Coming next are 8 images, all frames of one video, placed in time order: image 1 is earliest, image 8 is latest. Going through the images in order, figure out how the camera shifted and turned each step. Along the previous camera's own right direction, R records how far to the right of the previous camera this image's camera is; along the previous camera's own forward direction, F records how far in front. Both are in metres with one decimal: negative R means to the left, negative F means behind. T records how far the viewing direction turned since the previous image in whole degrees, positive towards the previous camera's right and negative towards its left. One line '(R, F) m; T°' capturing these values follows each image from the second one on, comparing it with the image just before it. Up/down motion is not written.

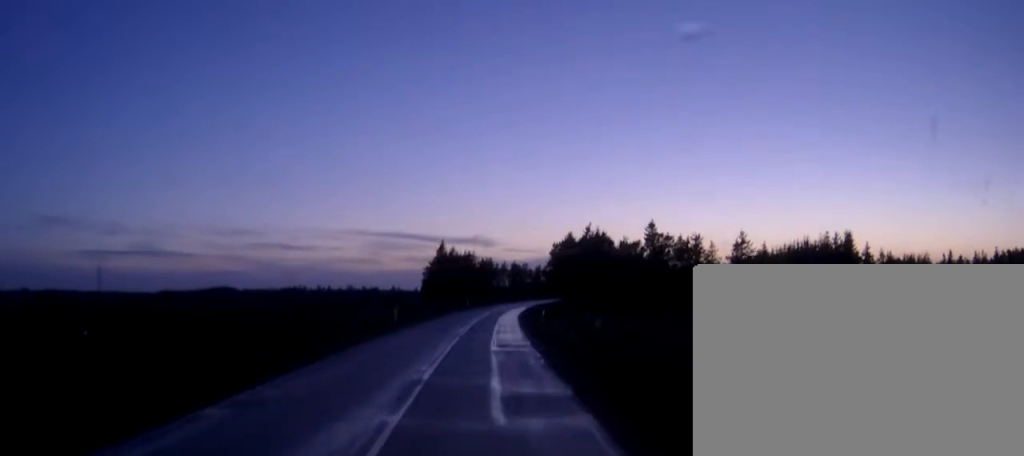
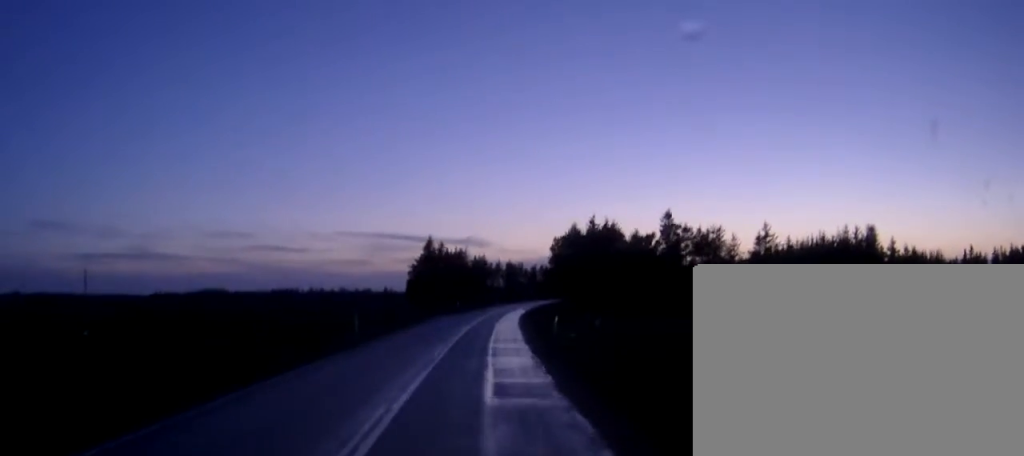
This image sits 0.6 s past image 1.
(+0.1, +11.5) m; 0°
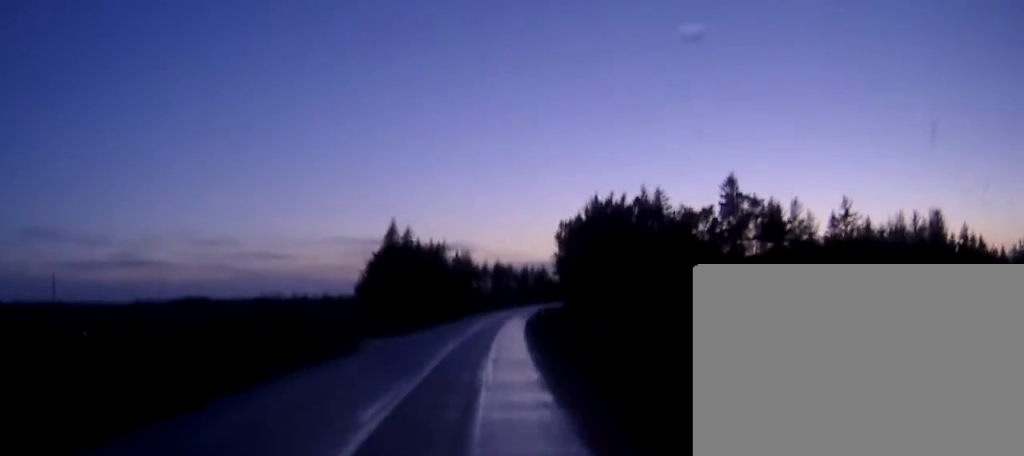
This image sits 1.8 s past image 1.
(+0.2, +25.5) m; +1°
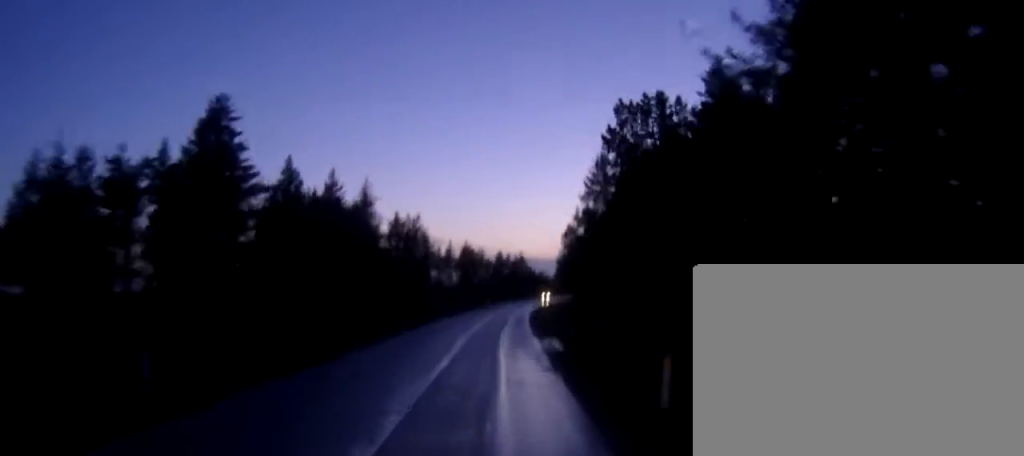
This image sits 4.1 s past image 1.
(+0.4, +44.4) m; +2°
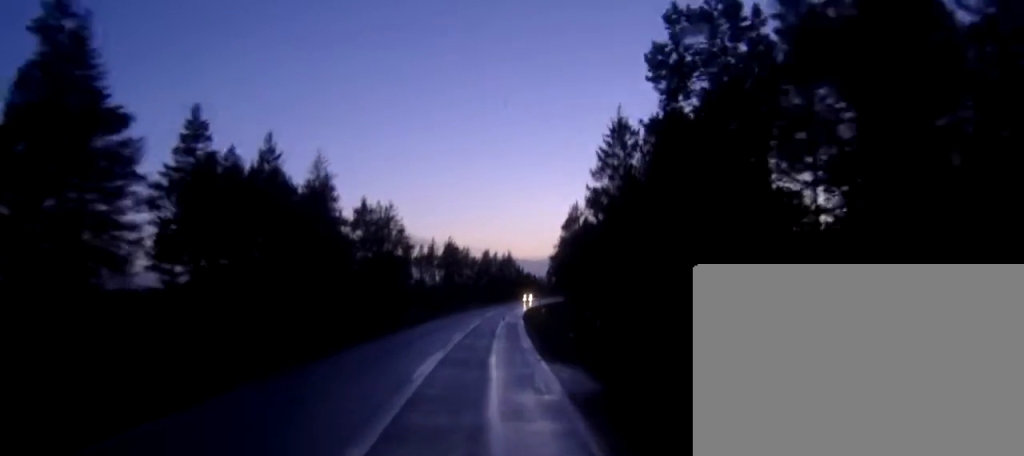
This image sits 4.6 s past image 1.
(+0.2, +11.2) m; +1°
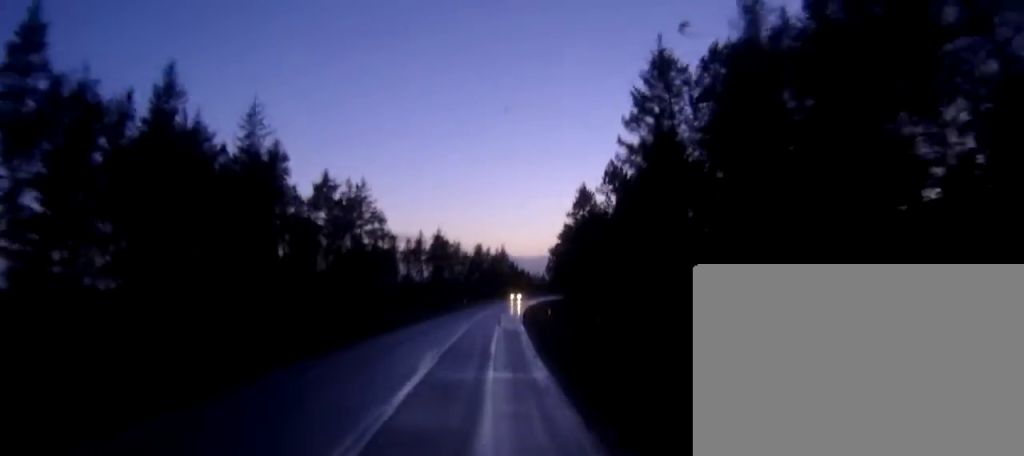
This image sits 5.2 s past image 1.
(+0.1, +11.1) m; +1°
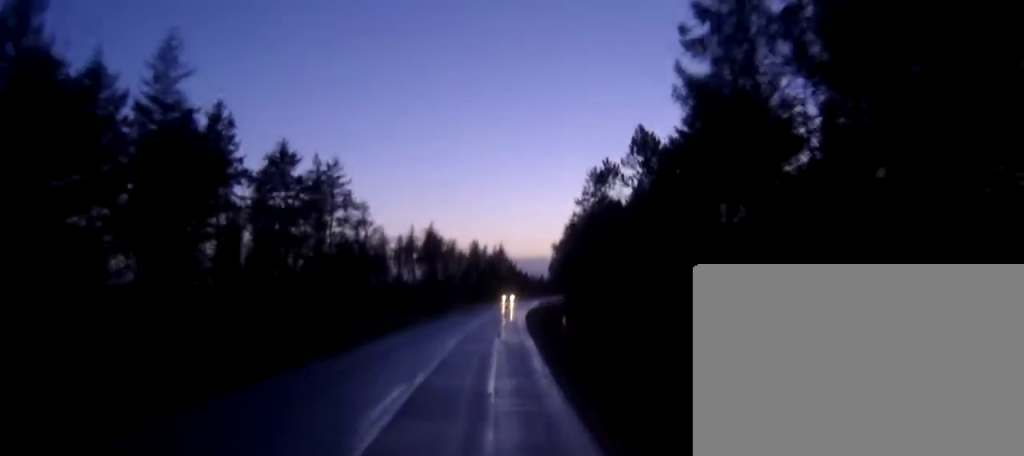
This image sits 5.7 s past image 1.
(+0.2, +9.1) m; 0°
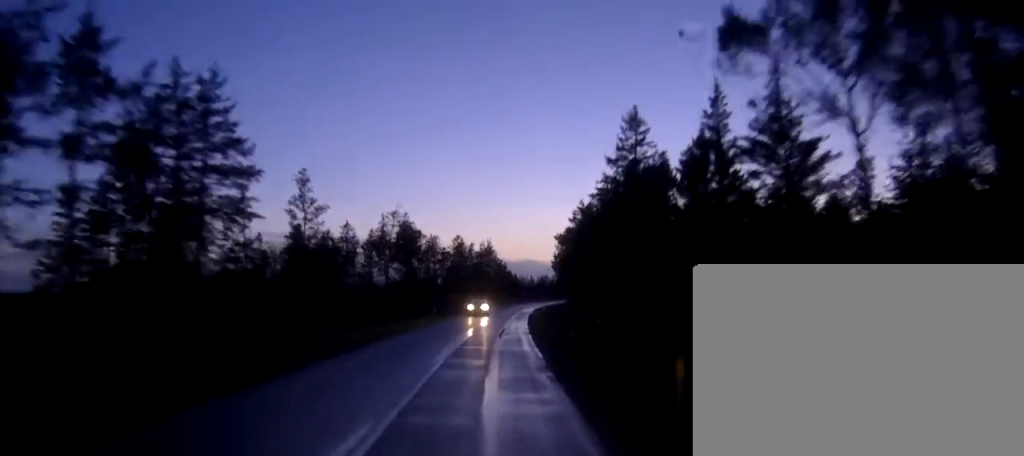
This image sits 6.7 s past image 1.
(-0.2, +19.4) m; 0°
